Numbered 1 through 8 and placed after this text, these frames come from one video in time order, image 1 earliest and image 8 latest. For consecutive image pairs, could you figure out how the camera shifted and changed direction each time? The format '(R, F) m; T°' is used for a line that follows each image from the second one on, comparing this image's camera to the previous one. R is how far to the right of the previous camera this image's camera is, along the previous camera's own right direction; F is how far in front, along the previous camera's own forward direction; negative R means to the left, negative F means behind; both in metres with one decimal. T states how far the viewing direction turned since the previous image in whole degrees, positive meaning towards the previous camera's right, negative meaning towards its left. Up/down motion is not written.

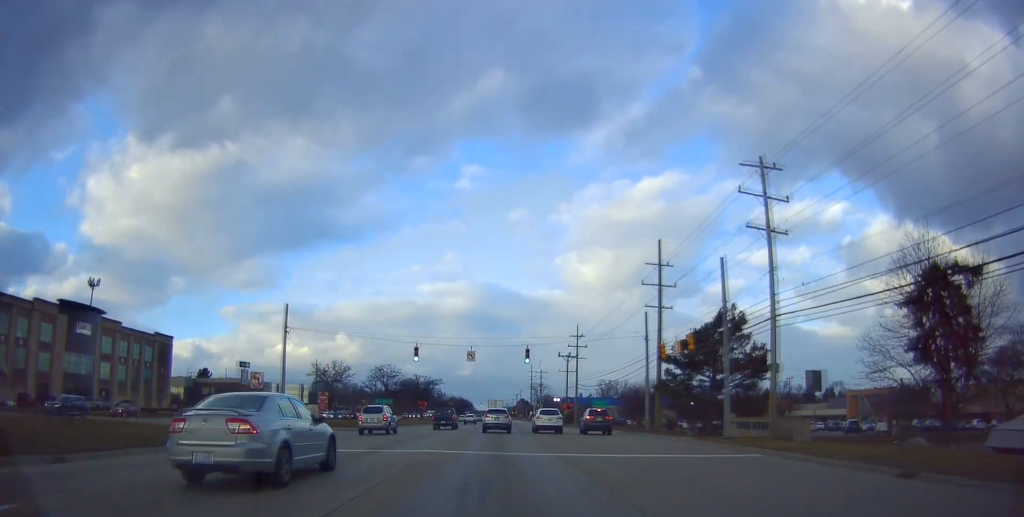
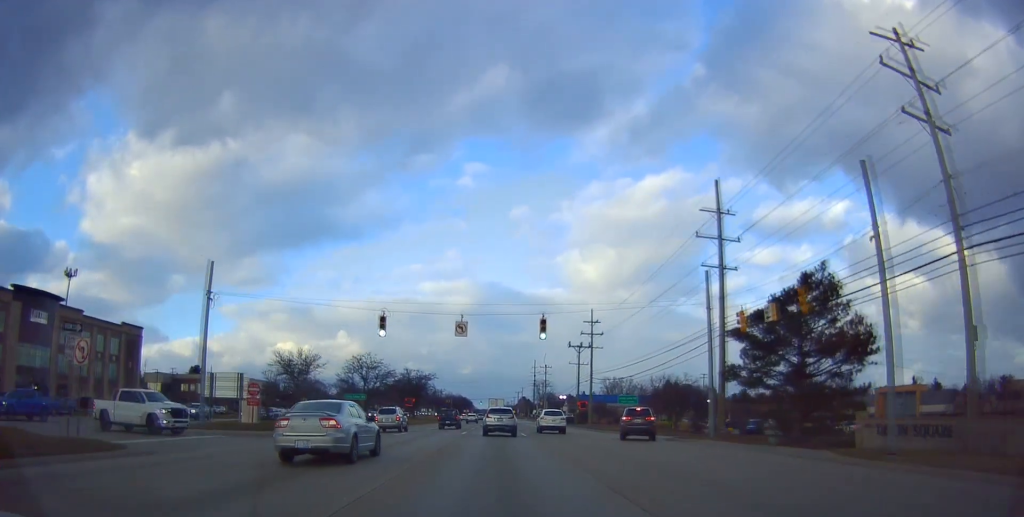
(+0.5, +14.0) m; +2°
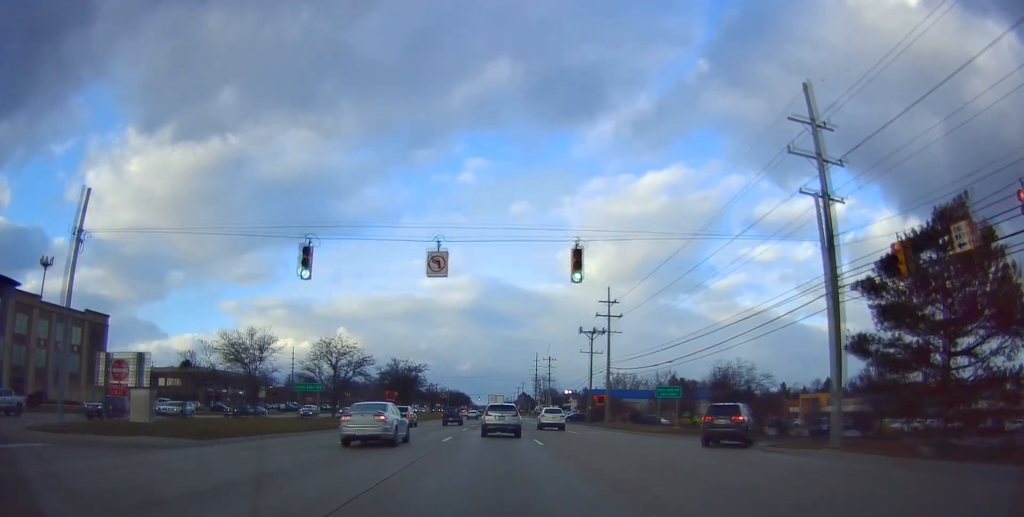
(+0.2, +13.4) m; +1°
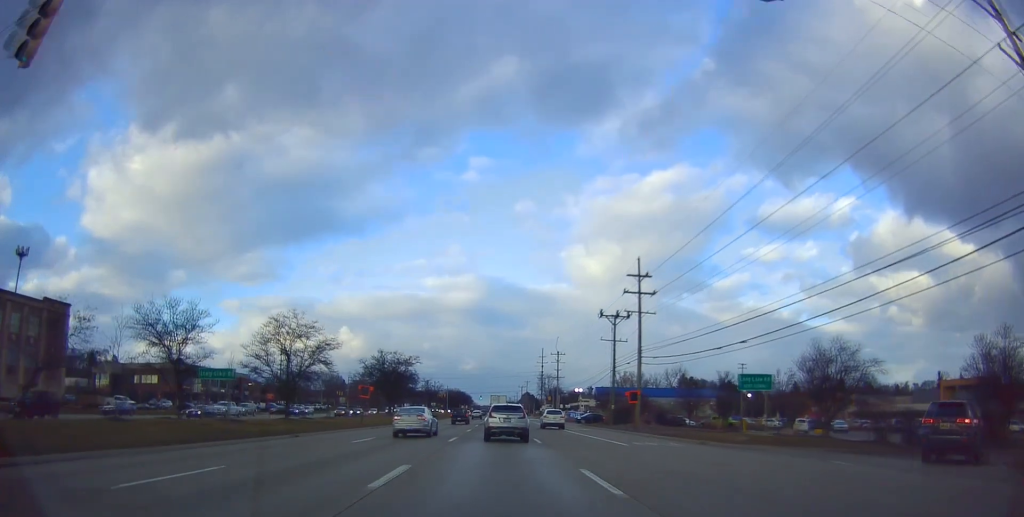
(0.0, +14.7) m; -3°
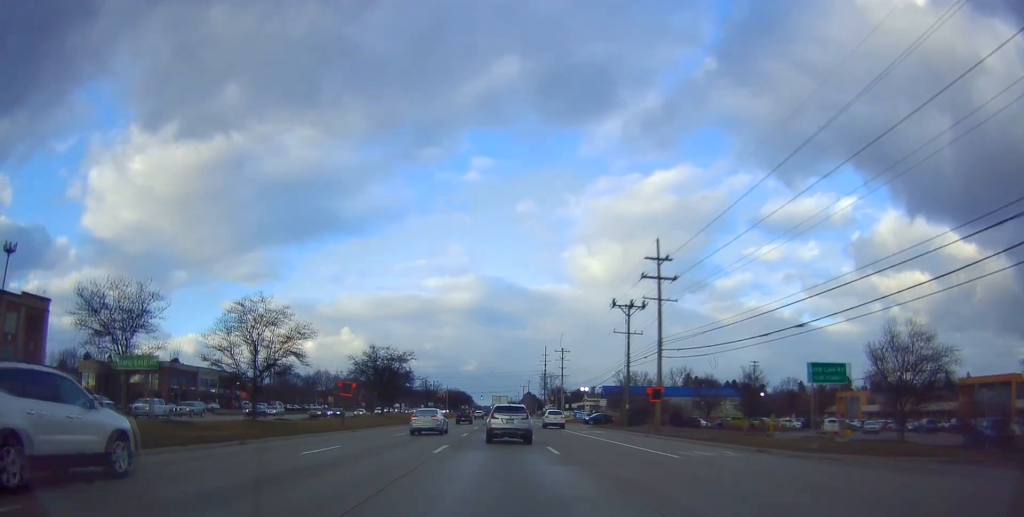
(-0.3, +6.7) m; -1°
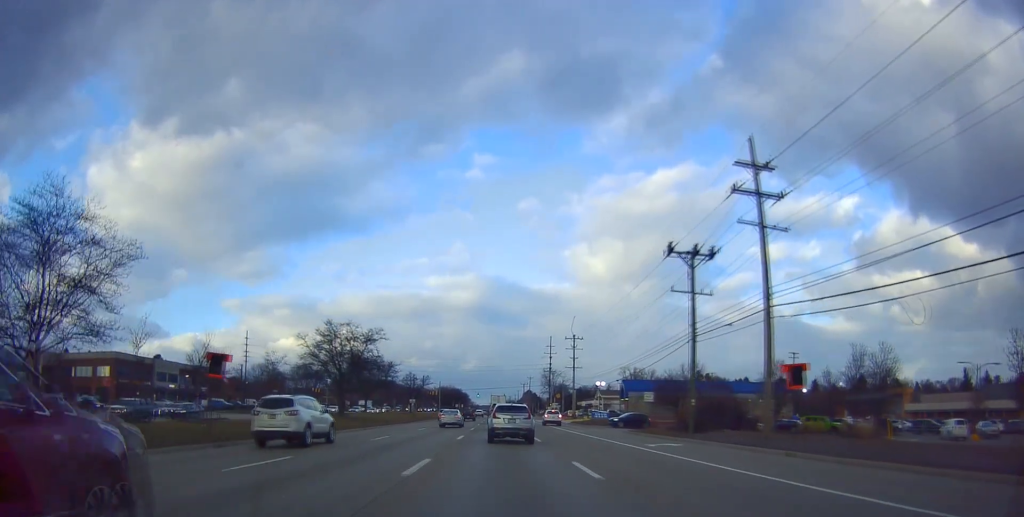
(+0.5, +21.0) m; +4°
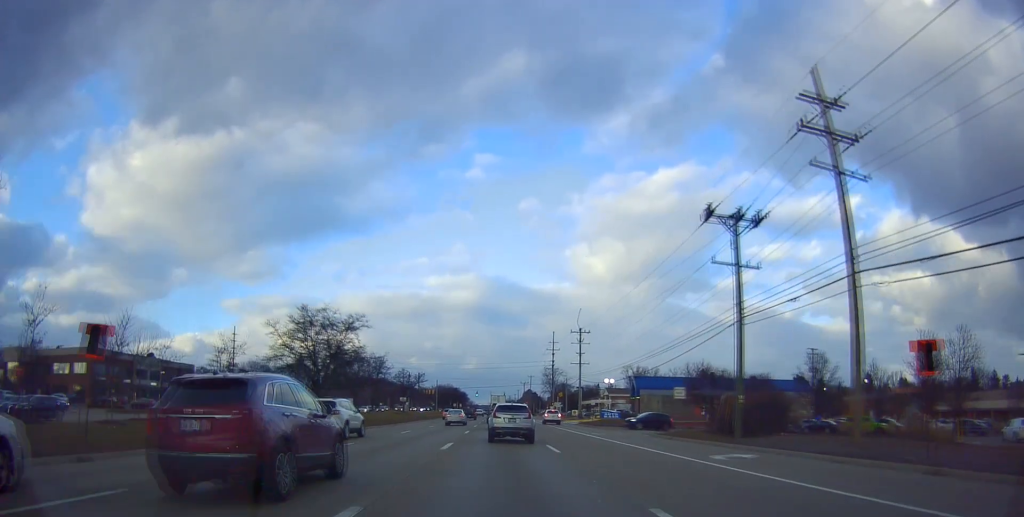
(0.0, +8.0) m; 0°
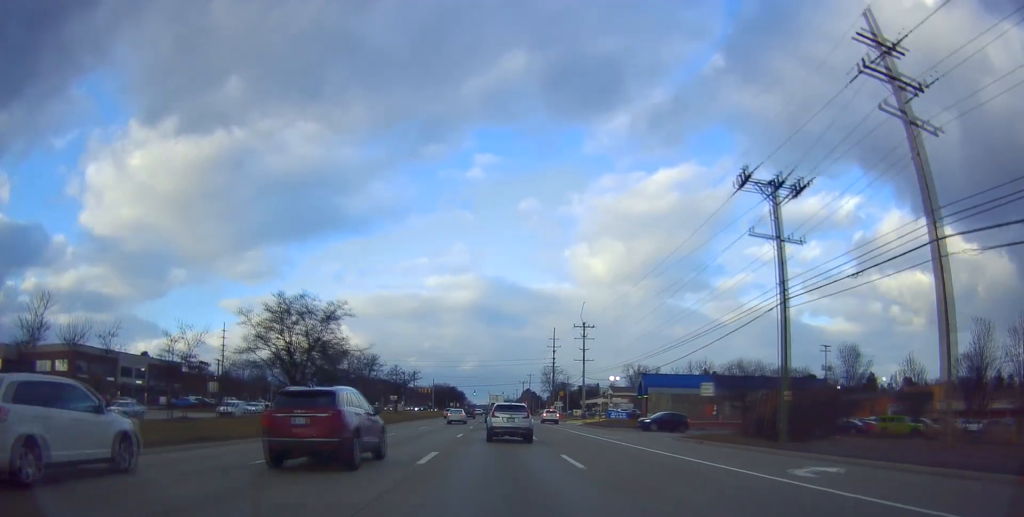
(0.0, +5.5) m; -1°
